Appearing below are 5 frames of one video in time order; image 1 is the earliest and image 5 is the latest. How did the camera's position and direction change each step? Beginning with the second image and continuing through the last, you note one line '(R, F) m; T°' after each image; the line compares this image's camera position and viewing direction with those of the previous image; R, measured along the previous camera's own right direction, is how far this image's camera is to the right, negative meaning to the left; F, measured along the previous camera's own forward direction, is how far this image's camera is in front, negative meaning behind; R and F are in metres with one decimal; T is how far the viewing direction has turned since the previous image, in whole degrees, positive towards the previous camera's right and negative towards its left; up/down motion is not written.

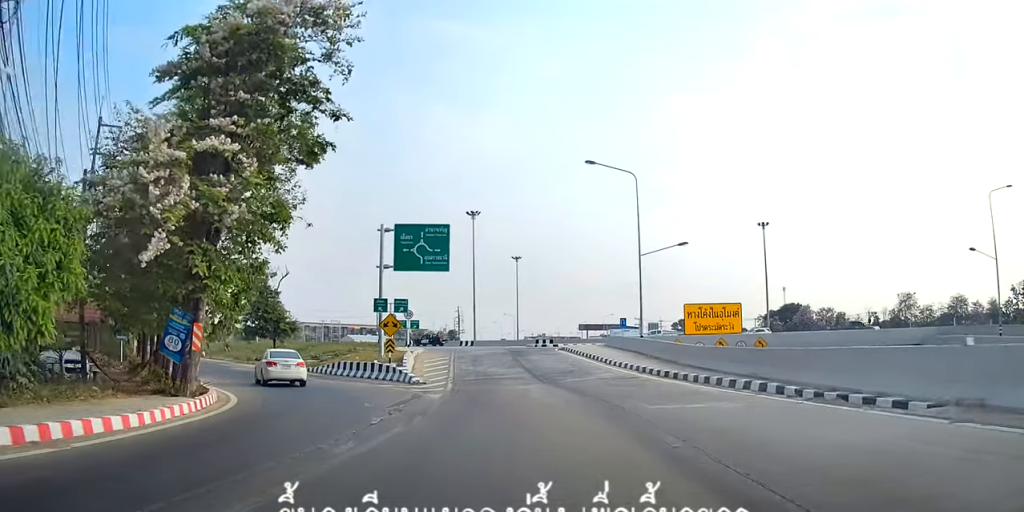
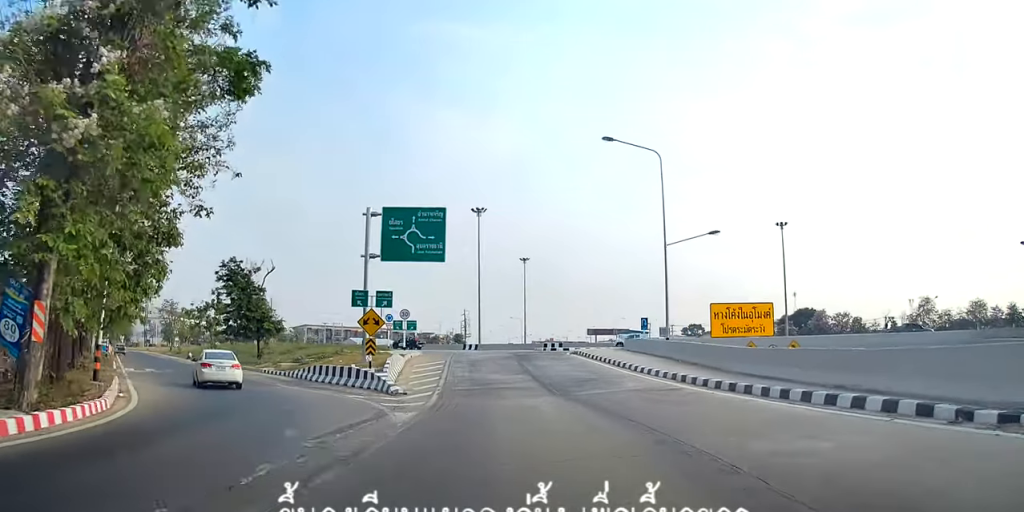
(-0.1, +6.2) m; -1°
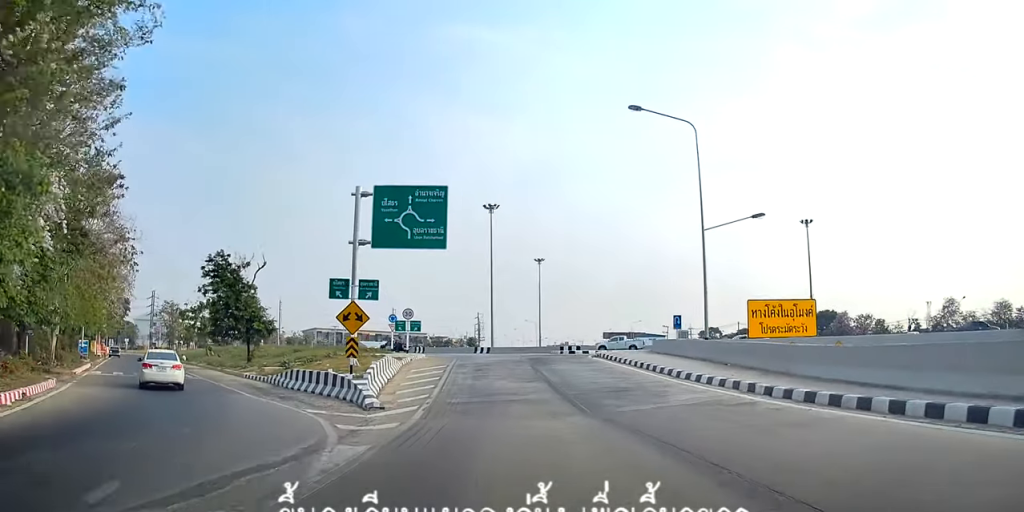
(-0.2, +5.8) m; -1°
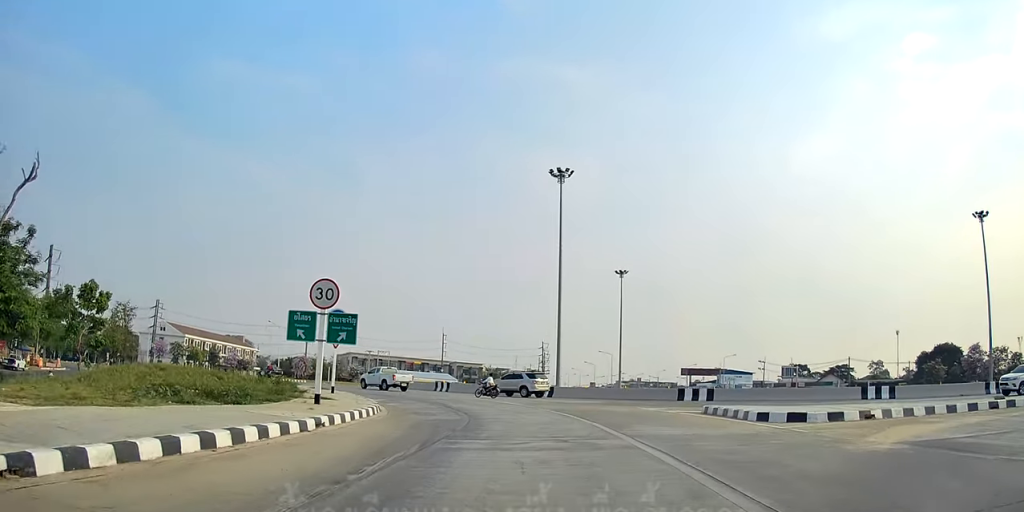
(-0.6, +37.8) m; -4°
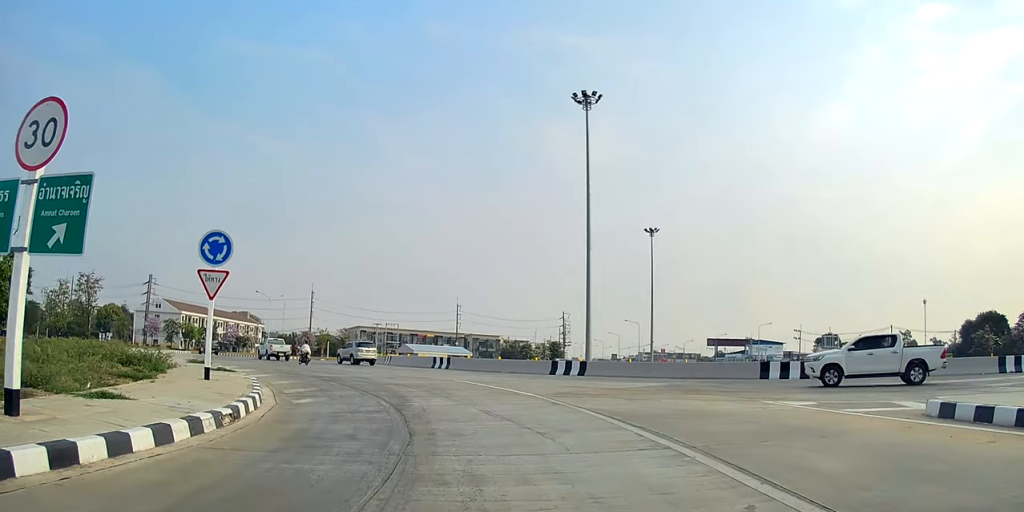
(+0.5, +15.7) m; +1°
